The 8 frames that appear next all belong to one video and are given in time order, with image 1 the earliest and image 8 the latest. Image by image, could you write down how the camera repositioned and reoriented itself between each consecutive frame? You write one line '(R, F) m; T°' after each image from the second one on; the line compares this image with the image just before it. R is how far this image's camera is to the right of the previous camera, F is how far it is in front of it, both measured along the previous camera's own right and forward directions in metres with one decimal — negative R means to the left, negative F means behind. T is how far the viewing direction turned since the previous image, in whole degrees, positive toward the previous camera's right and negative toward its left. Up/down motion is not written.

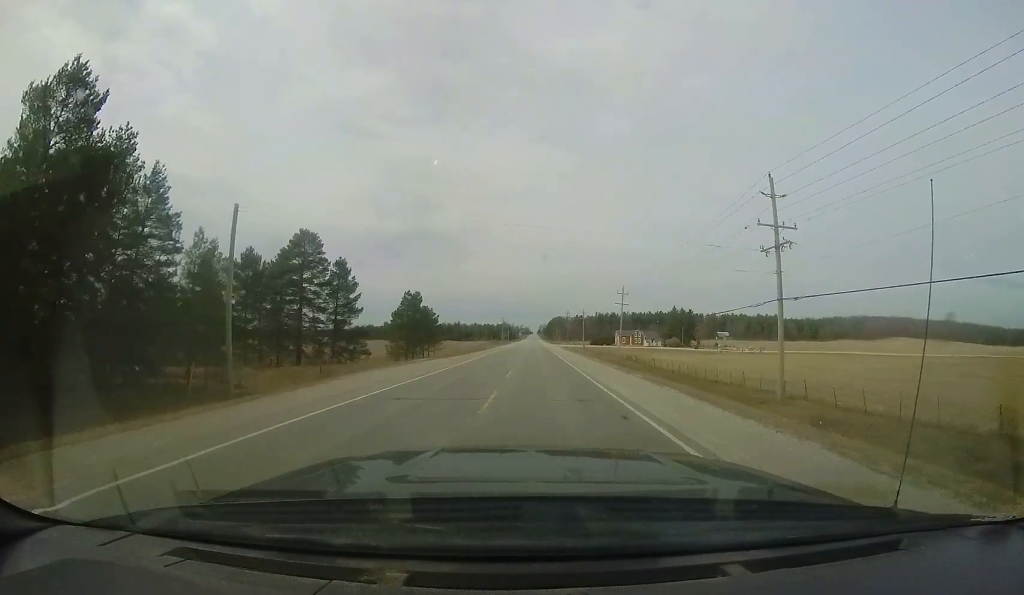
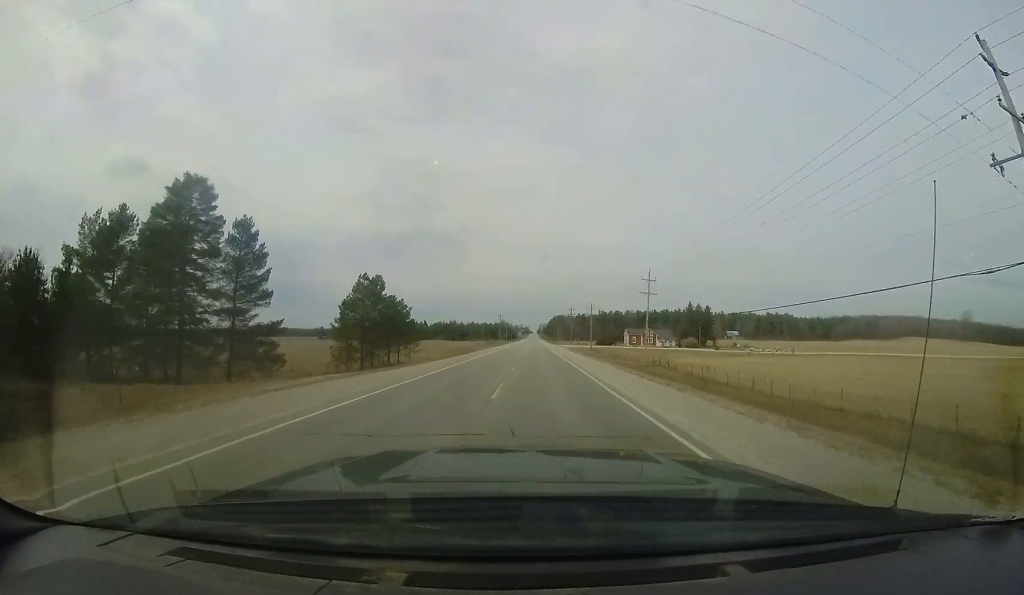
(+0.3, +15.8) m; 0°
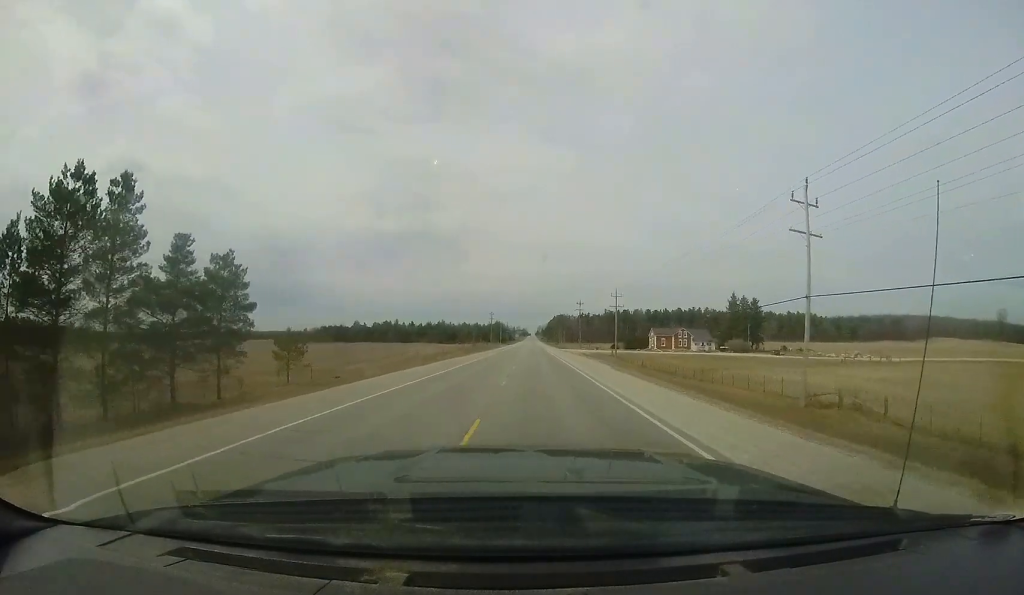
(-0.2, +32.4) m; -1°
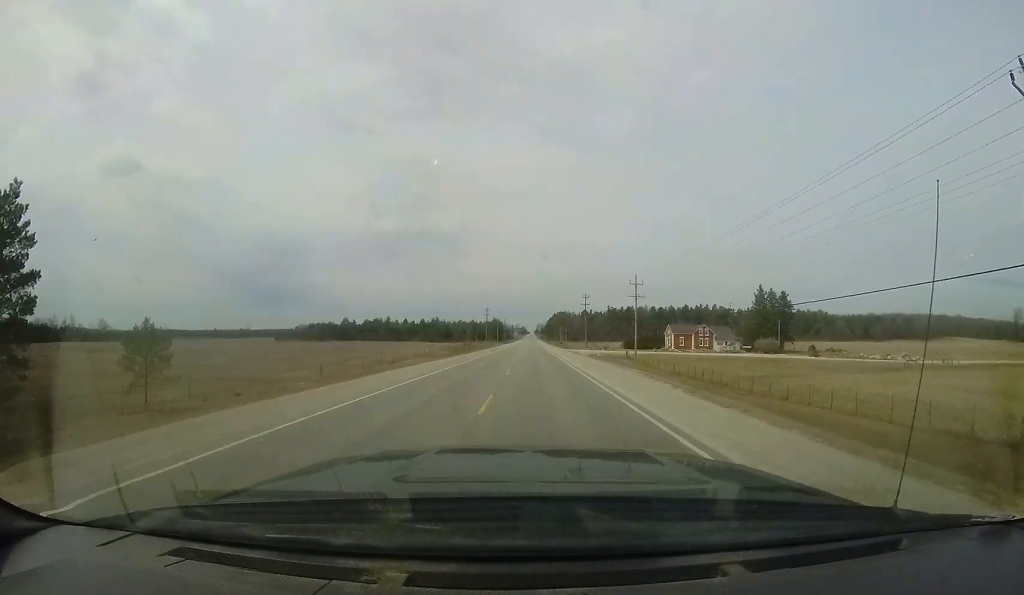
(0.0, +13.9) m; 0°
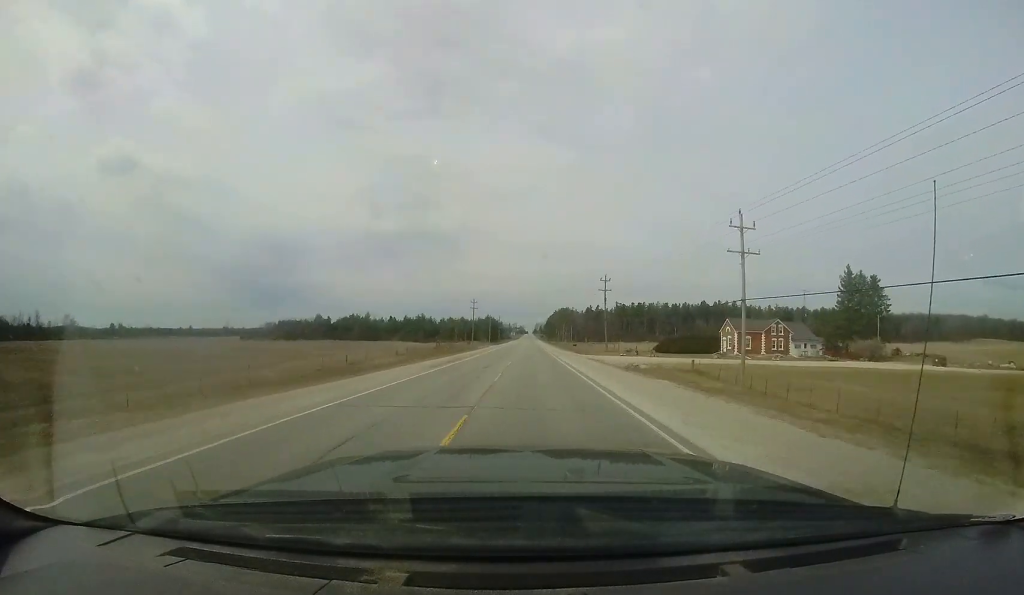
(0.0, +29.6) m; 0°
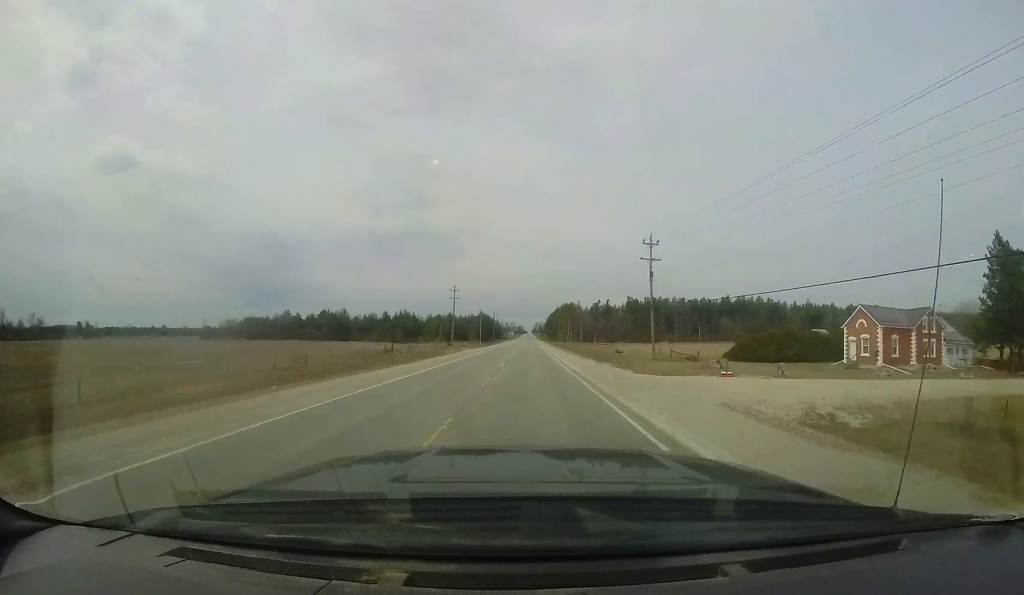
(+0.1, +28.6) m; +1°
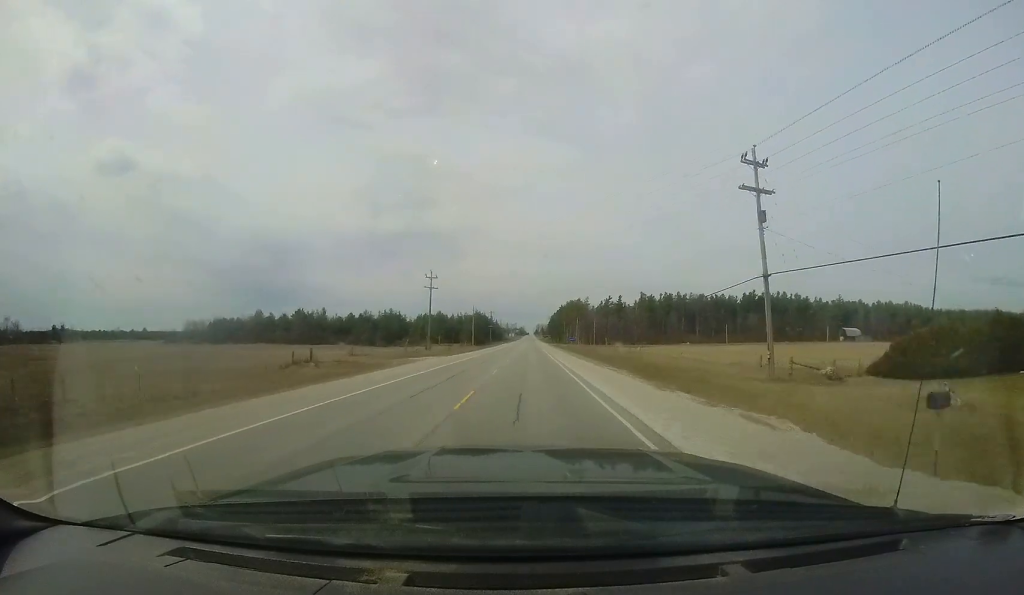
(+0.1, +22.0) m; 0°
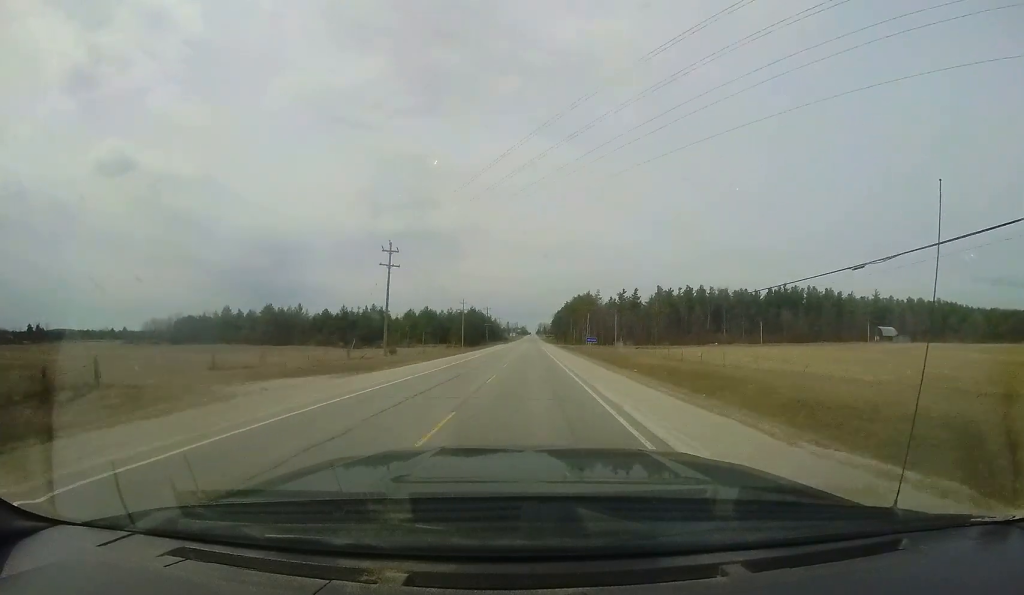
(0.0, +21.1) m; 0°
